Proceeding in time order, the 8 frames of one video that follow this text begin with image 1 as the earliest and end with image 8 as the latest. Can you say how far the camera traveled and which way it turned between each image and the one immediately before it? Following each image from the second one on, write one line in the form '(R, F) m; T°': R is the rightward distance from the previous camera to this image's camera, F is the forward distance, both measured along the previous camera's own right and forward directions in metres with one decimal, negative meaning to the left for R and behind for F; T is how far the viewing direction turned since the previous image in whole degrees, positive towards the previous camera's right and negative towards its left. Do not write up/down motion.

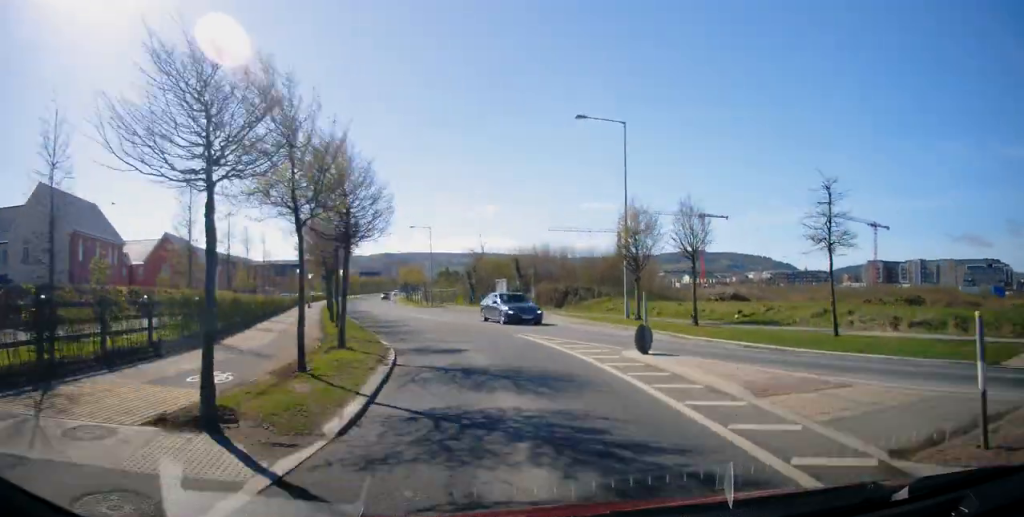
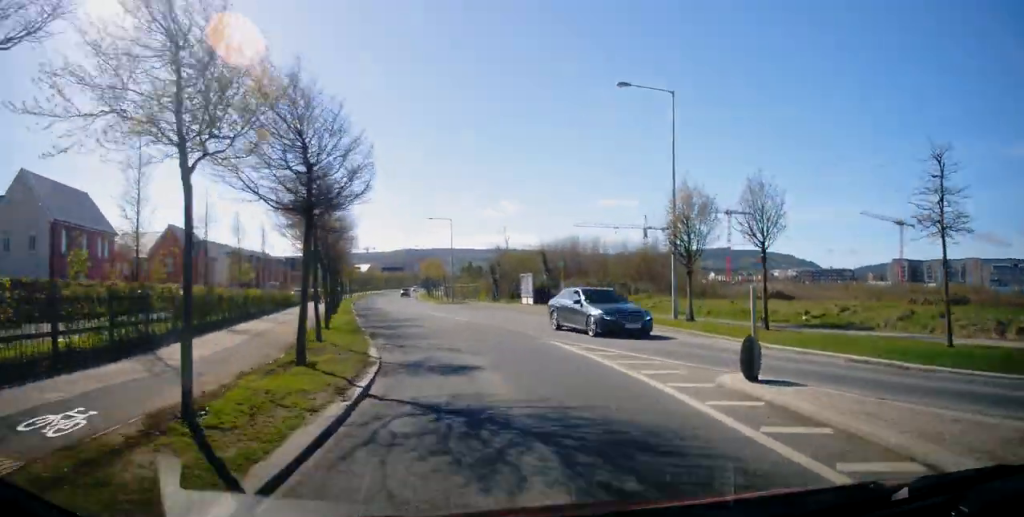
(0.0, +4.4) m; -2°
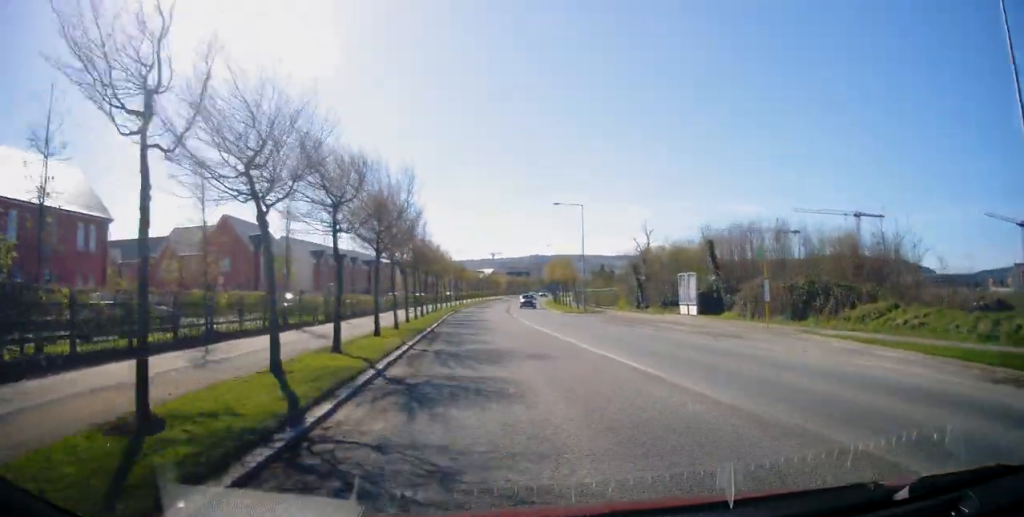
(-0.9, +14.8) m; -9°
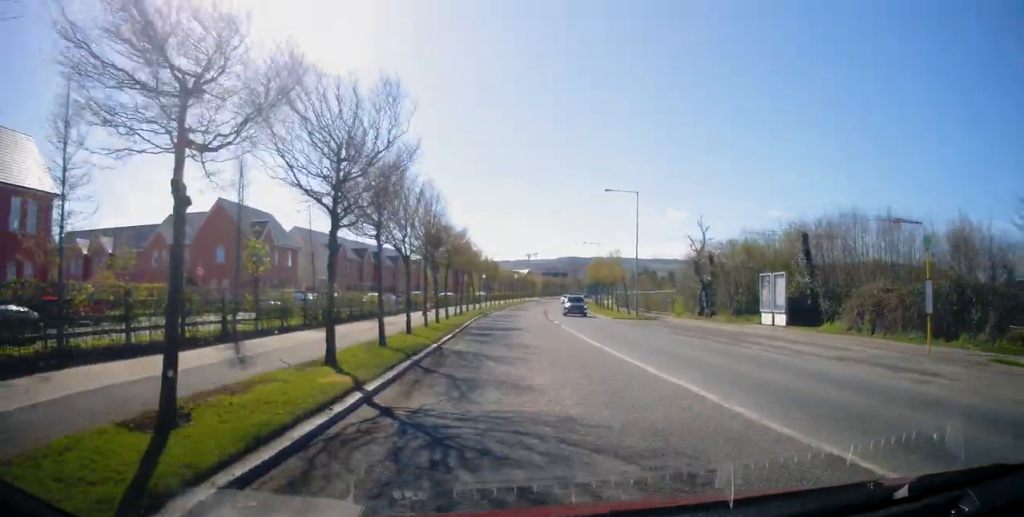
(-0.5, +8.3) m; -3°
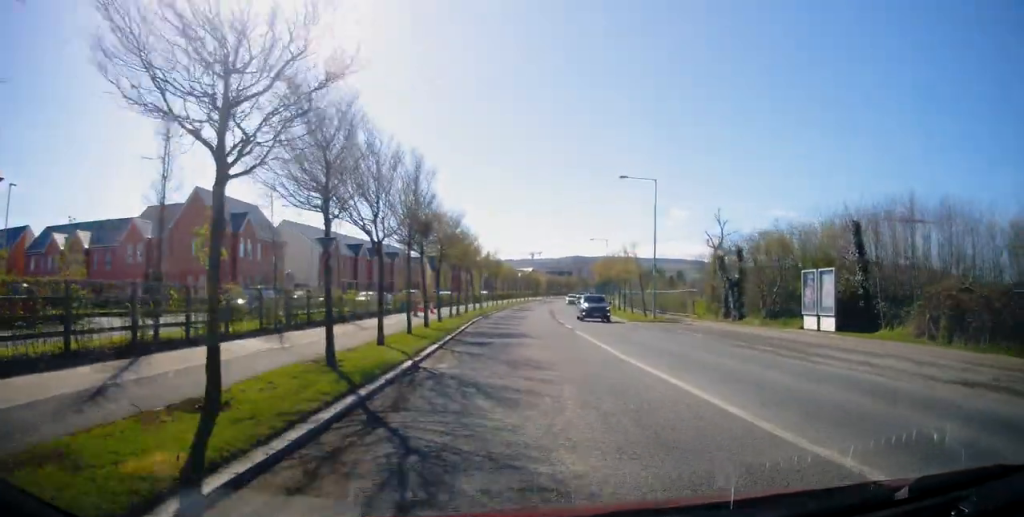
(-0.1, +4.6) m; -1°
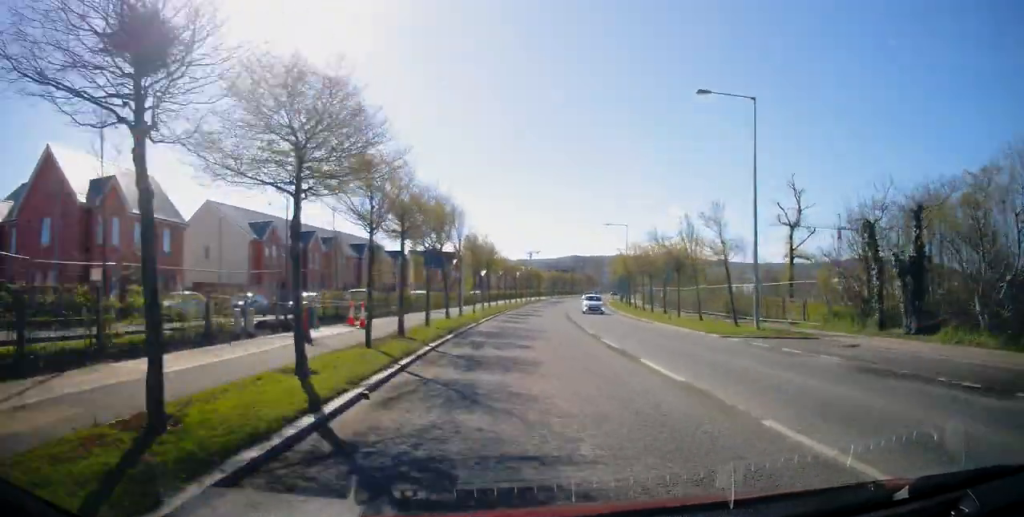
(-0.1, +17.8) m; +1°
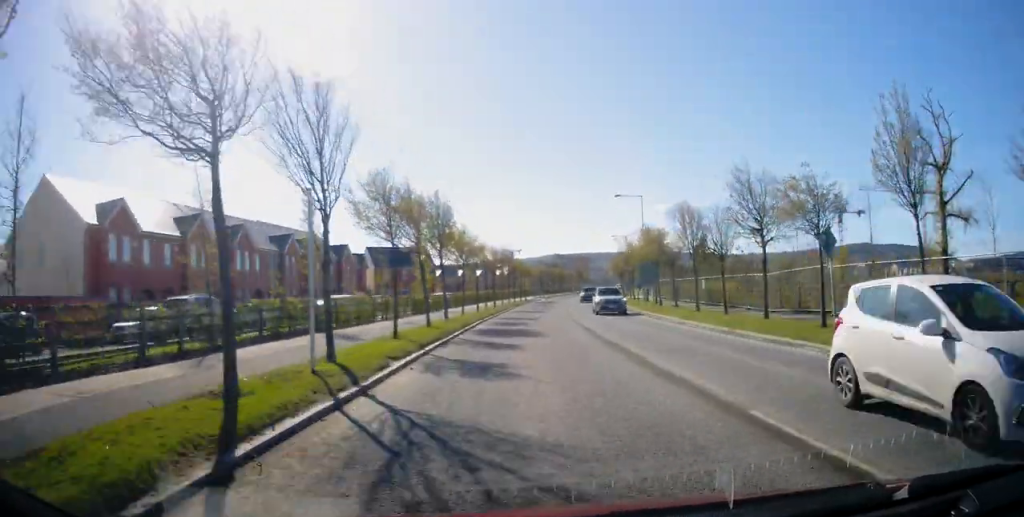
(+0.3, +19.2) m; +4°
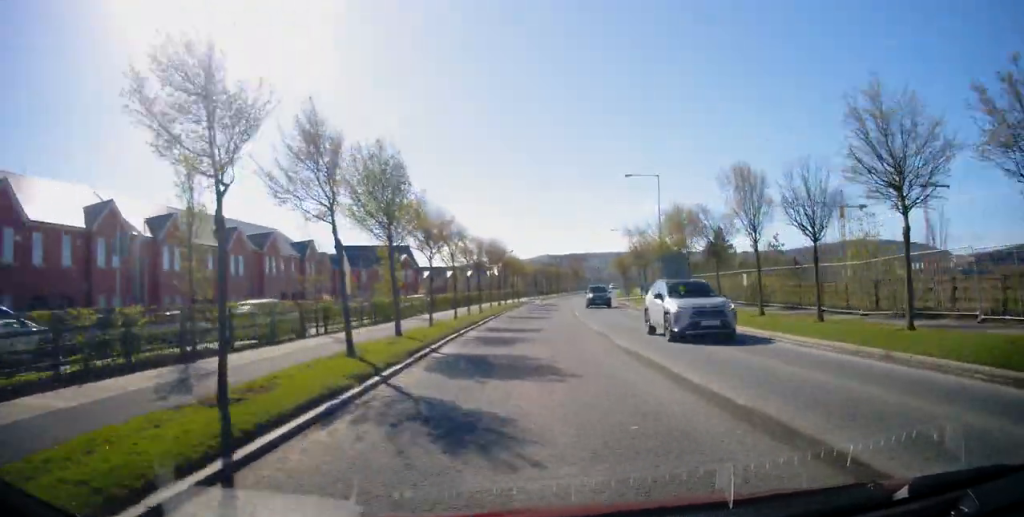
(-0.2, +9.3) m; +5°
